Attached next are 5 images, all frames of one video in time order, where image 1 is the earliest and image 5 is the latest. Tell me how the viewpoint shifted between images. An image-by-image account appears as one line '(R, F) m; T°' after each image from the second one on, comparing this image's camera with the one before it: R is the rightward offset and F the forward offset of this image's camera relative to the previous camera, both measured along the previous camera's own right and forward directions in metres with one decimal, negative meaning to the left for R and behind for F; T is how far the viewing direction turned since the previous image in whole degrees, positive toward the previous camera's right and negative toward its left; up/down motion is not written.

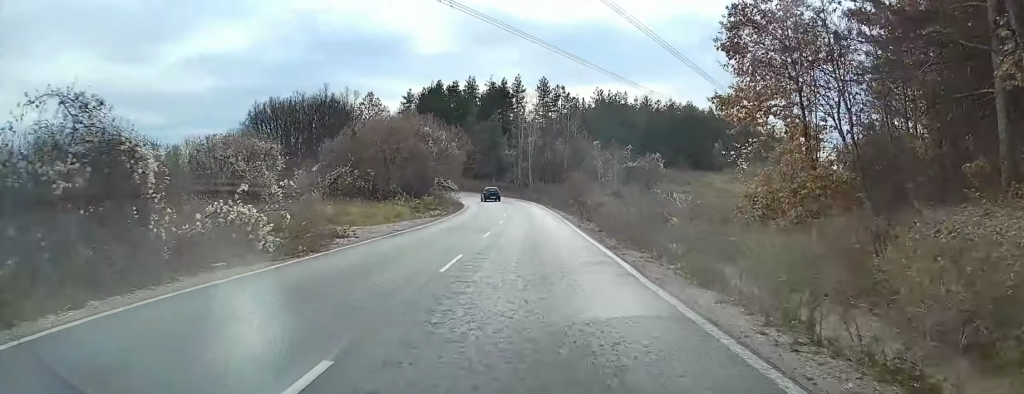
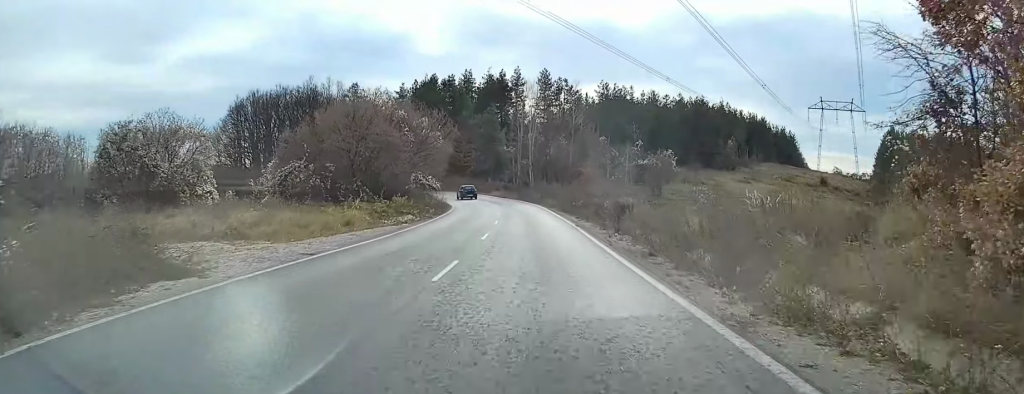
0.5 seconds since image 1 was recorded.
(0.0, +10.2) m; 0°
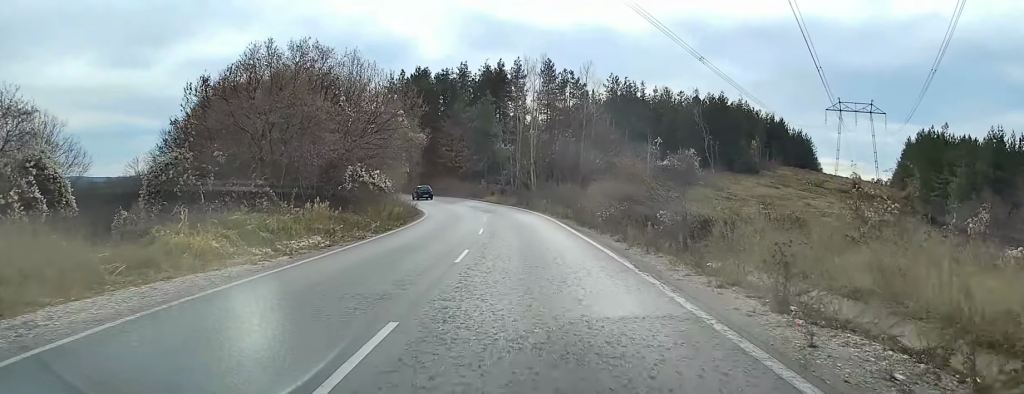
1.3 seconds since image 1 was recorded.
(0.0, +15.4) m; -1°
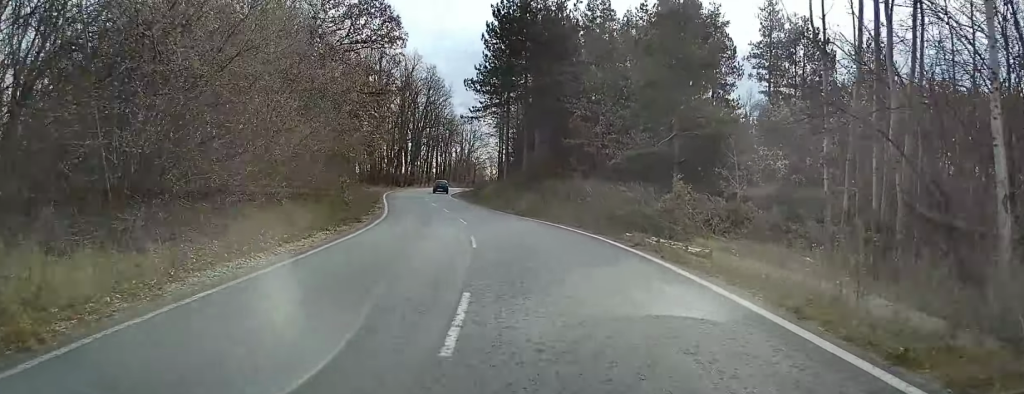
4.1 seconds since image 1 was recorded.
(-4.6, +52.1) m; -13°
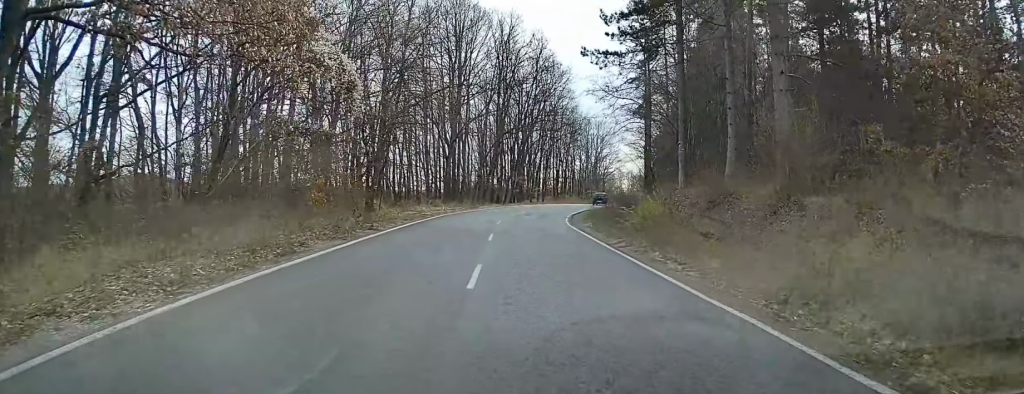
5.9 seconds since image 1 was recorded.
(-3.6, +32.1) m; -11°
